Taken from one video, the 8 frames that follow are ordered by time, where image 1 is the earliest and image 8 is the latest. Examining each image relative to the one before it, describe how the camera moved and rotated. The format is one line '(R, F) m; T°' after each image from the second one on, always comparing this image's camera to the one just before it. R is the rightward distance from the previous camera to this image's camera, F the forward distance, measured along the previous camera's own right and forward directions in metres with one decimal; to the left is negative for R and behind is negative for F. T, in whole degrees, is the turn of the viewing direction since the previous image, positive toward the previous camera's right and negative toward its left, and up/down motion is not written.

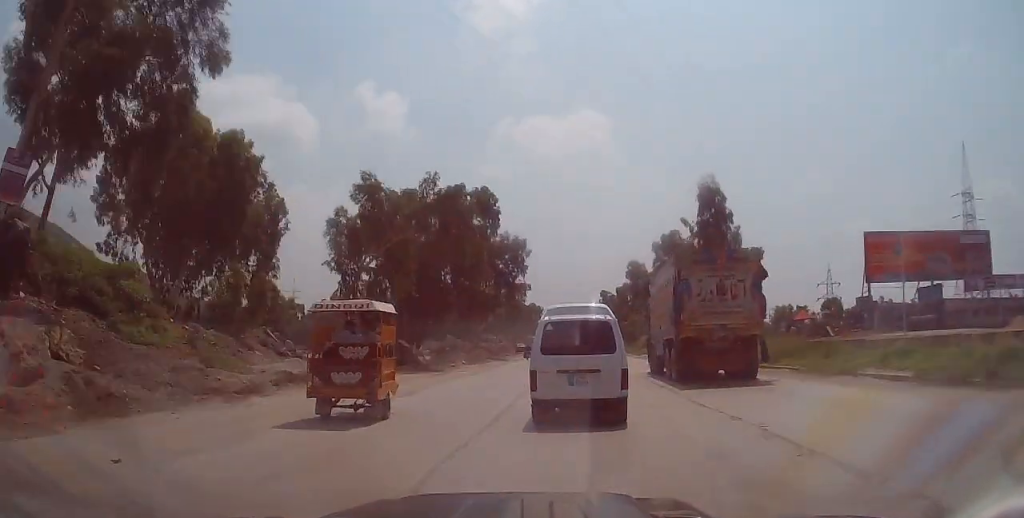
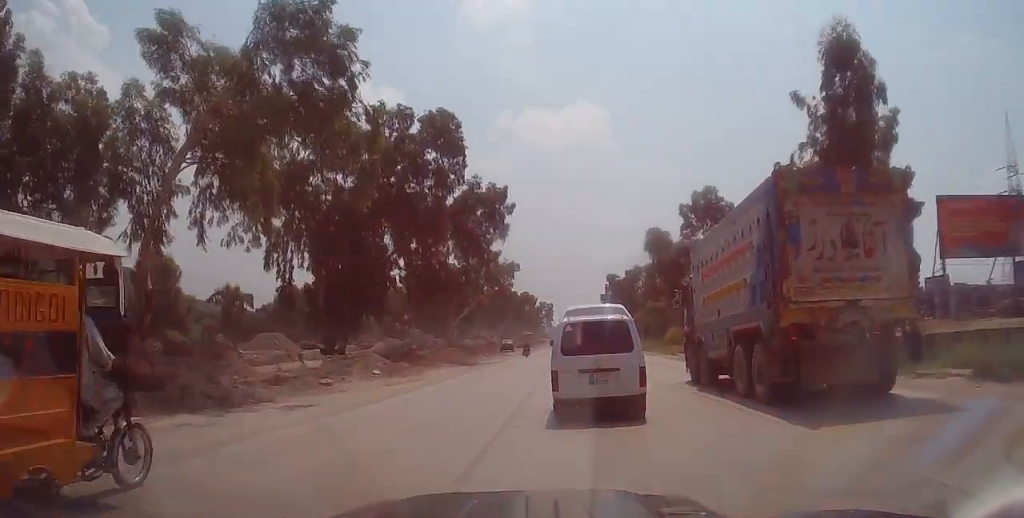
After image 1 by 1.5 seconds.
(0.0, +21.2) m; 0°
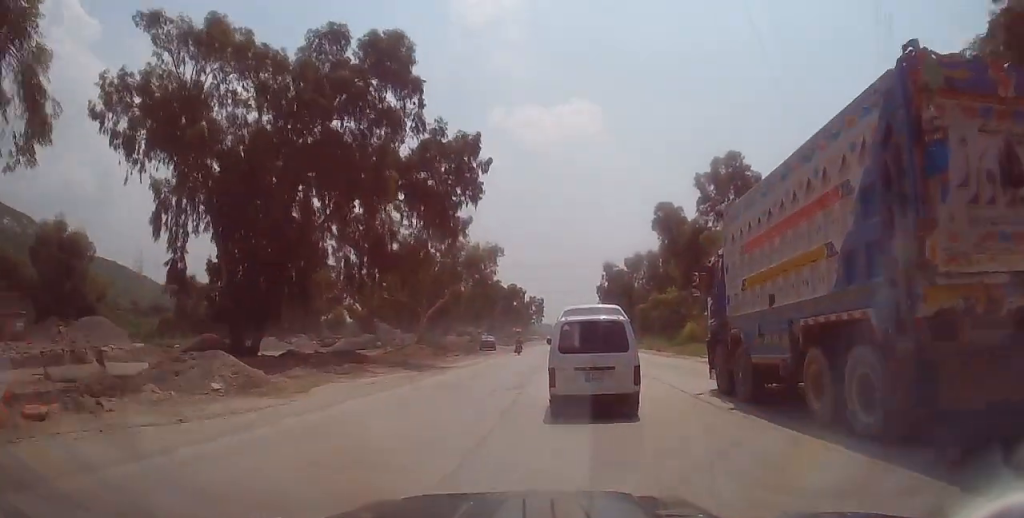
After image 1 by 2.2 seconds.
(-0.1, +11.2) m; +1°
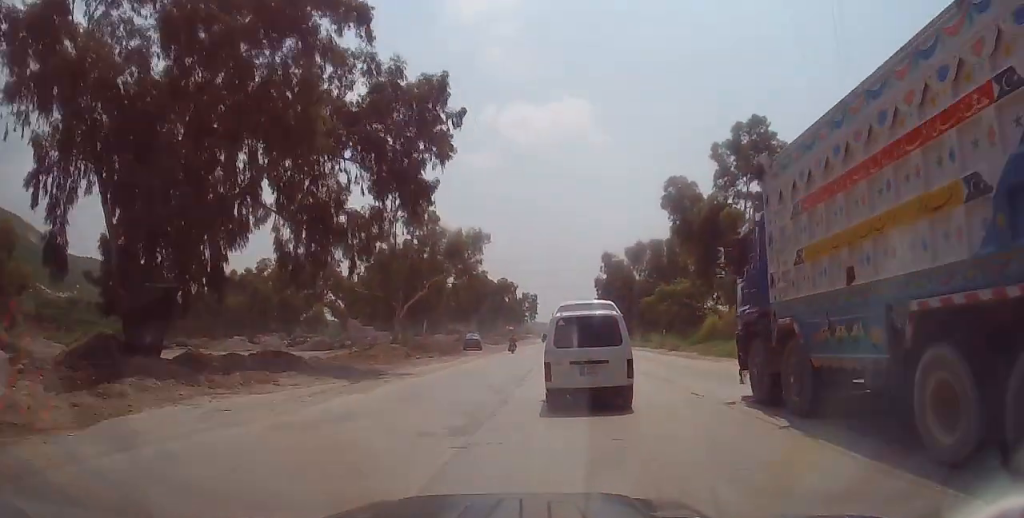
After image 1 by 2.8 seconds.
(+0.2, +7.9) m; +1°
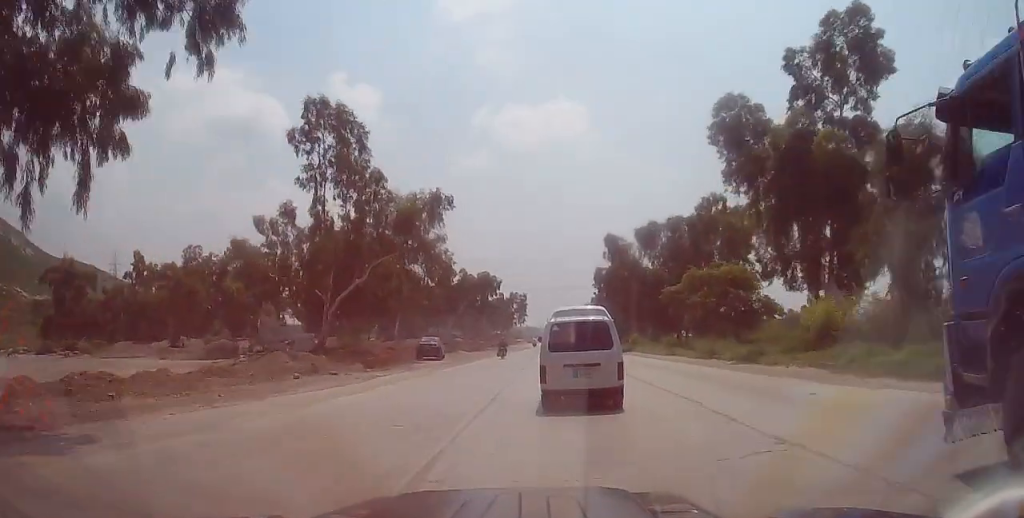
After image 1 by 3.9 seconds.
(+0.3, +16.5) m; -1°
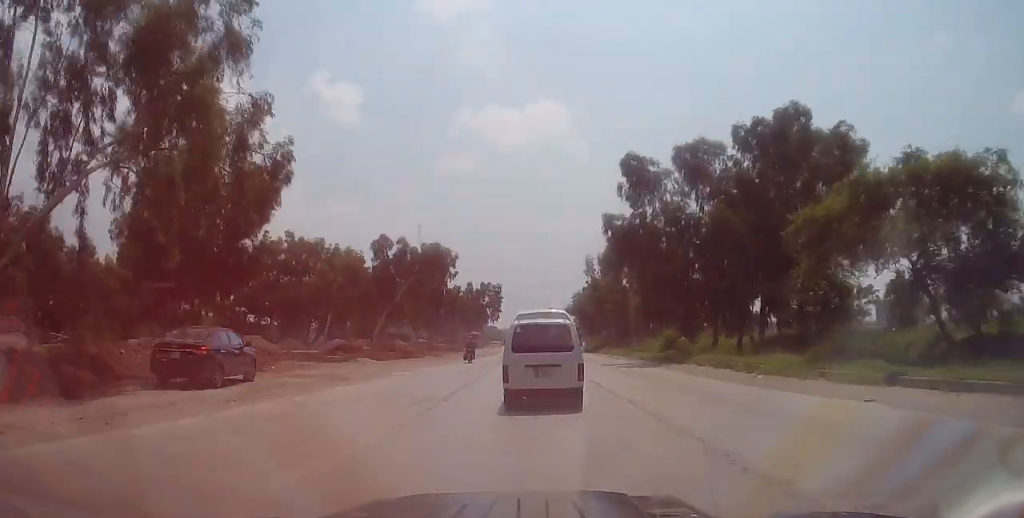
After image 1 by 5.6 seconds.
(-0.8, +26.3) m; -1°
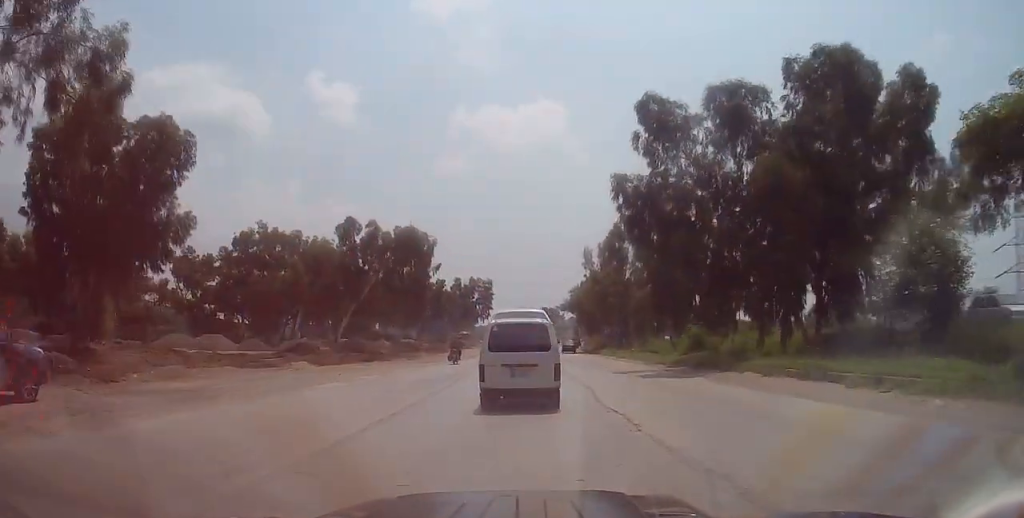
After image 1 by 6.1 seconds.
(+0.1, +8.5) m; +2°
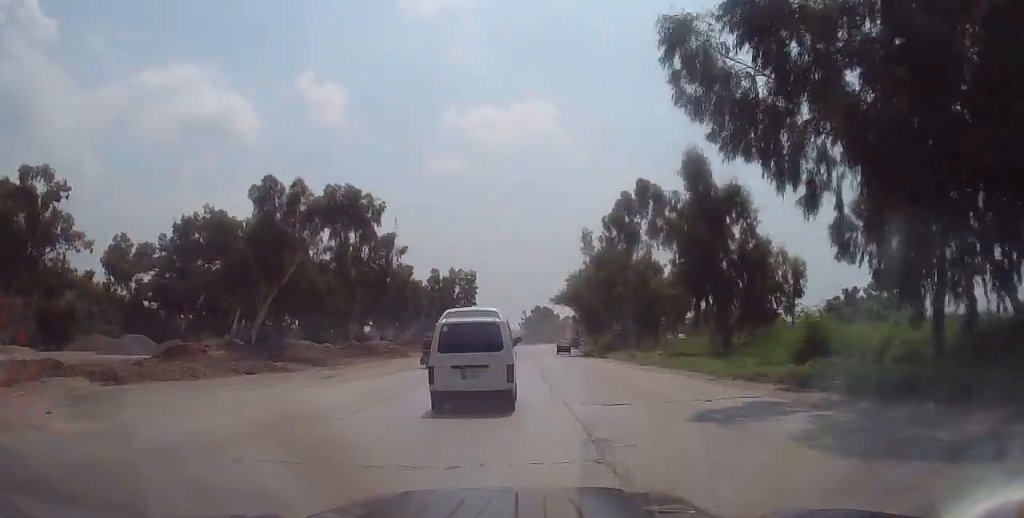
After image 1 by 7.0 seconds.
(+0.4, +14.0) m; +2°
